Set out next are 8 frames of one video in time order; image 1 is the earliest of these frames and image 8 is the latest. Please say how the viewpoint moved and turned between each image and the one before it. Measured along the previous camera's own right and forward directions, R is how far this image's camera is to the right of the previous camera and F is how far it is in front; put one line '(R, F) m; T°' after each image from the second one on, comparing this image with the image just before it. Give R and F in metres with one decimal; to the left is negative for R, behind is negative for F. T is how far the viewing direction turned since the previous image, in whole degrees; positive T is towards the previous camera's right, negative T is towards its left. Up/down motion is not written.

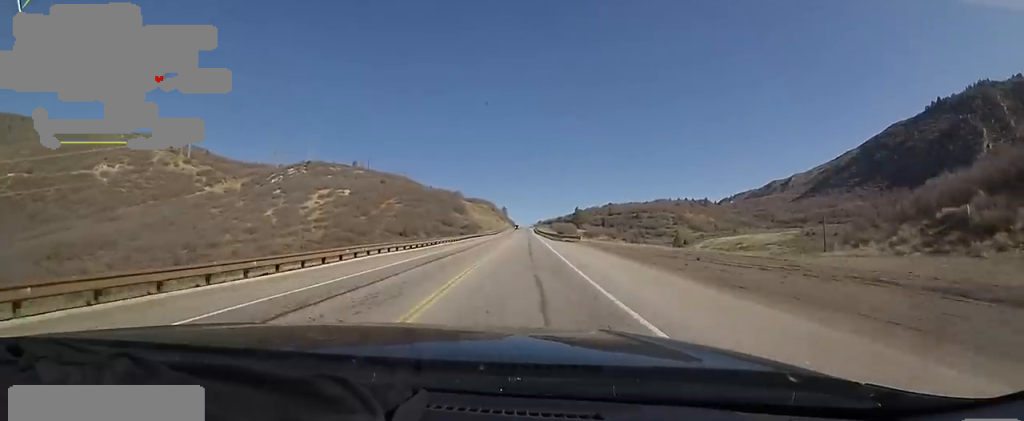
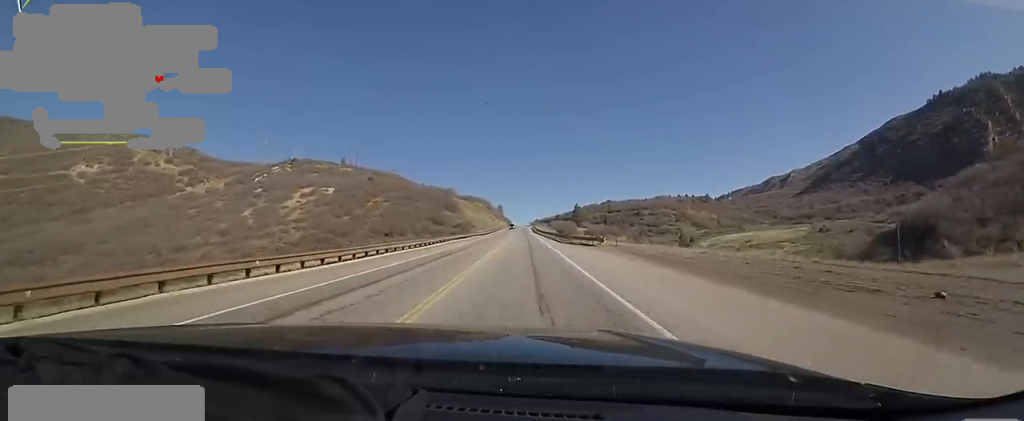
(+0.1, +15.2) m; 0°
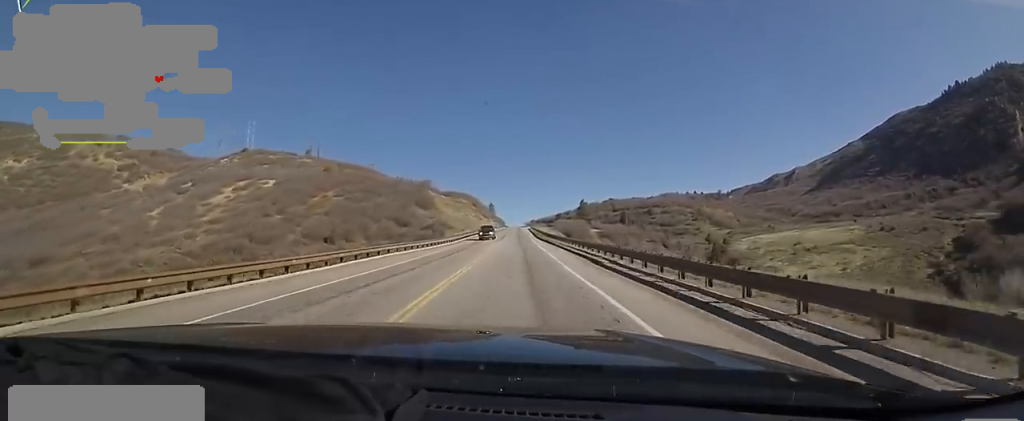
(0.0, +49.7) m; -2°
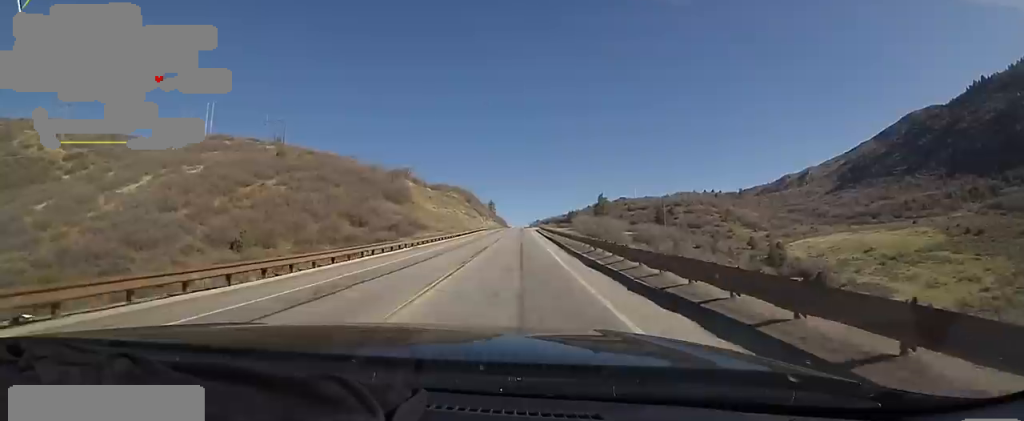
(-0.7, +42.8) m; +1°
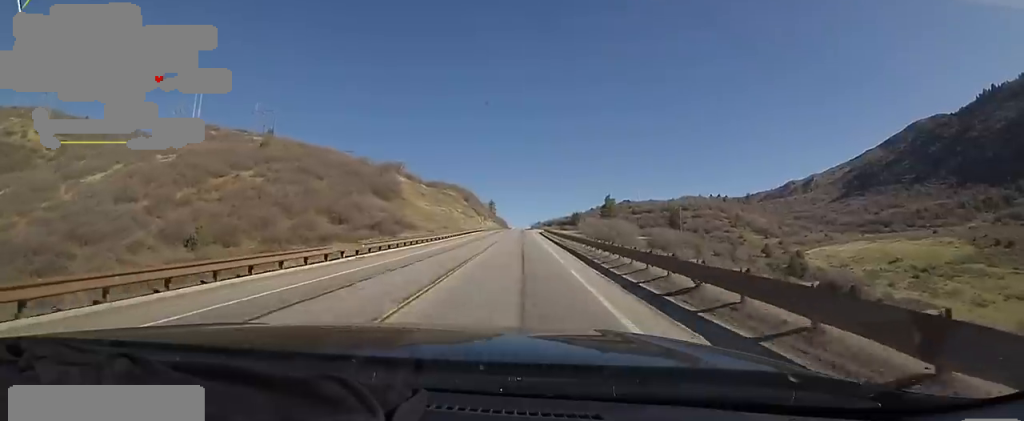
(+0.3, +12.2) m; +1°
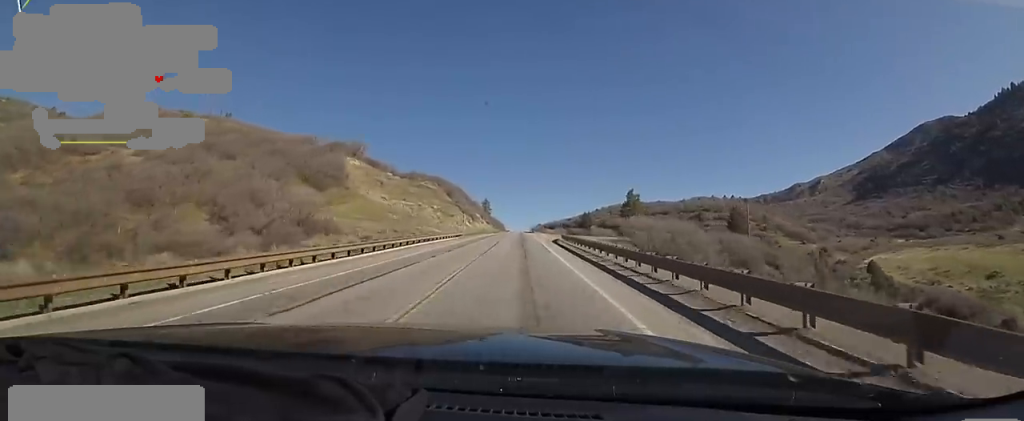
(+0.3, +37.6) m; 0°
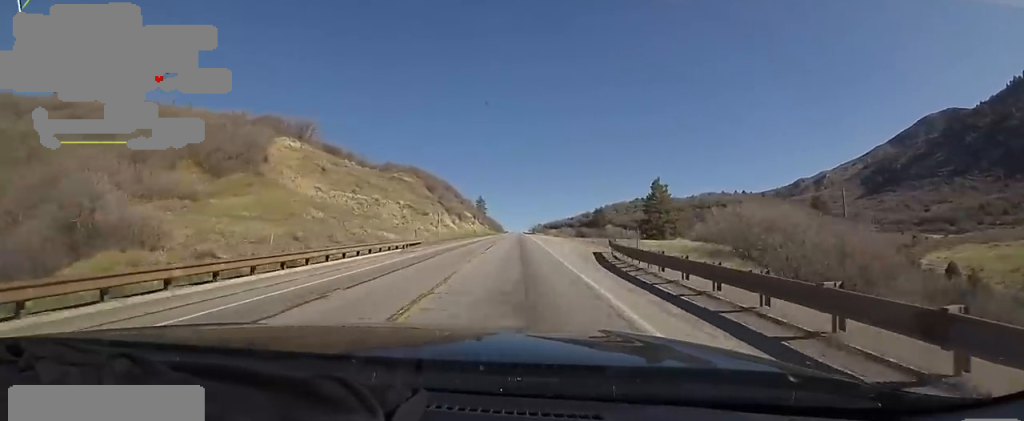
(0.0, +27.4) m; -2°
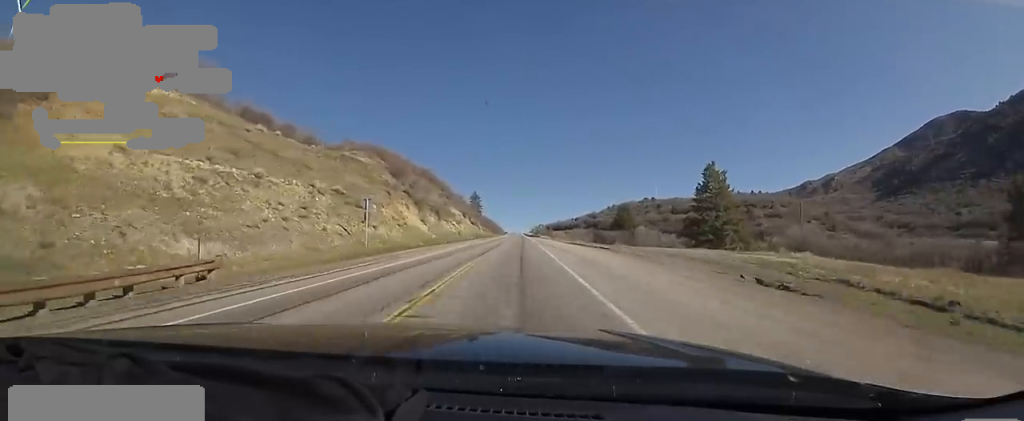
(-1.0, +31.4) m; 0°
